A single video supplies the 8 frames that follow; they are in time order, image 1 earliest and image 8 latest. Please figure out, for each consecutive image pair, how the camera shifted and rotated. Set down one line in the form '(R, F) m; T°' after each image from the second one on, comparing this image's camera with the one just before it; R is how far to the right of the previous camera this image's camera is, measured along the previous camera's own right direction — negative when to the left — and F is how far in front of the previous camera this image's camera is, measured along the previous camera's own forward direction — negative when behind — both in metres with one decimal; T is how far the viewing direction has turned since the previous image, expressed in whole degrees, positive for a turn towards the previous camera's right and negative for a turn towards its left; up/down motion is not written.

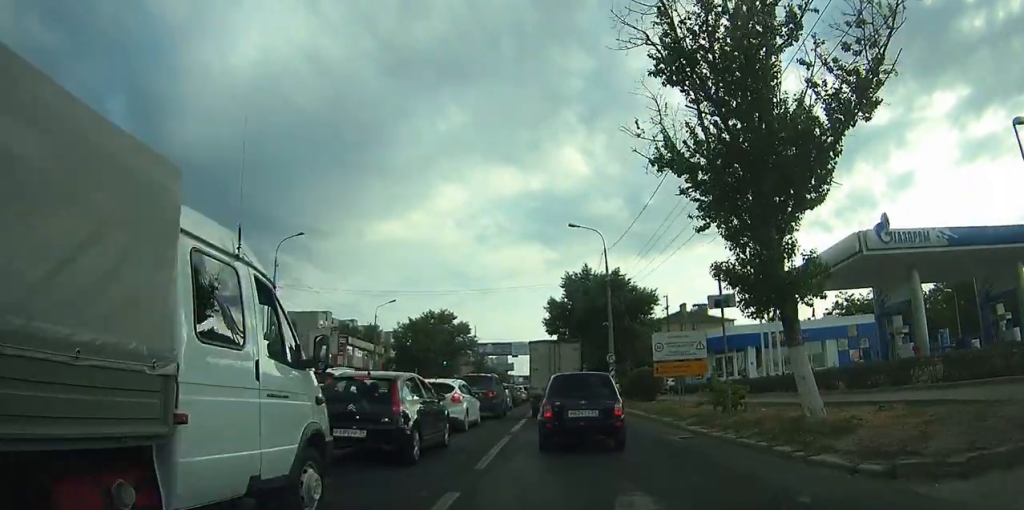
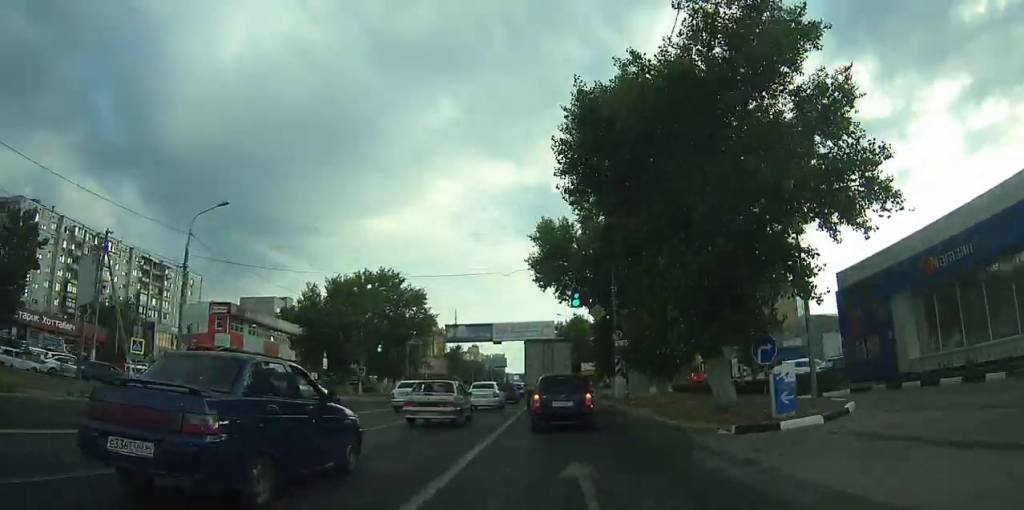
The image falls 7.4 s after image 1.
(+0.2, +35.5) m; +1°
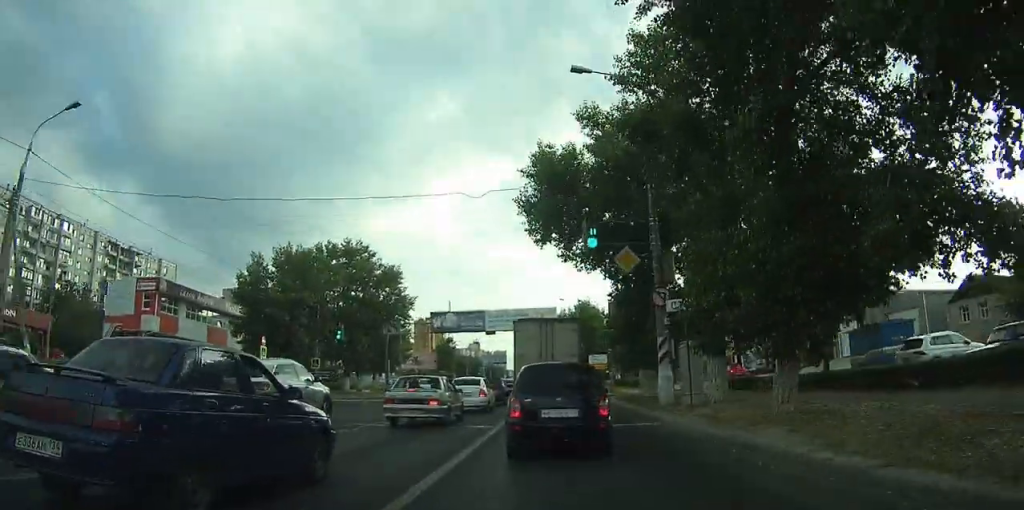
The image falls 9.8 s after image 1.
(+0.1, +10.8) m; +1°
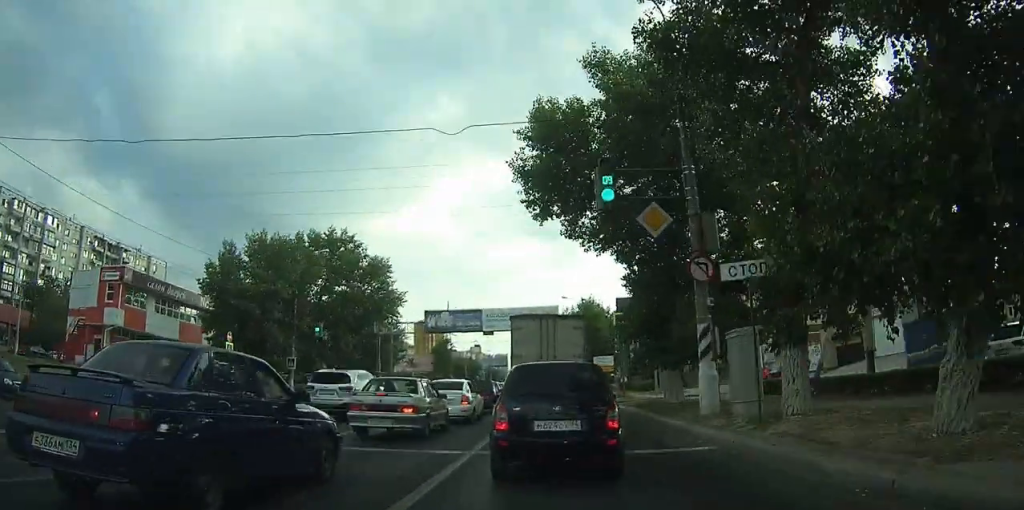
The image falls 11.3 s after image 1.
(0.0, +6.4) m; 0°
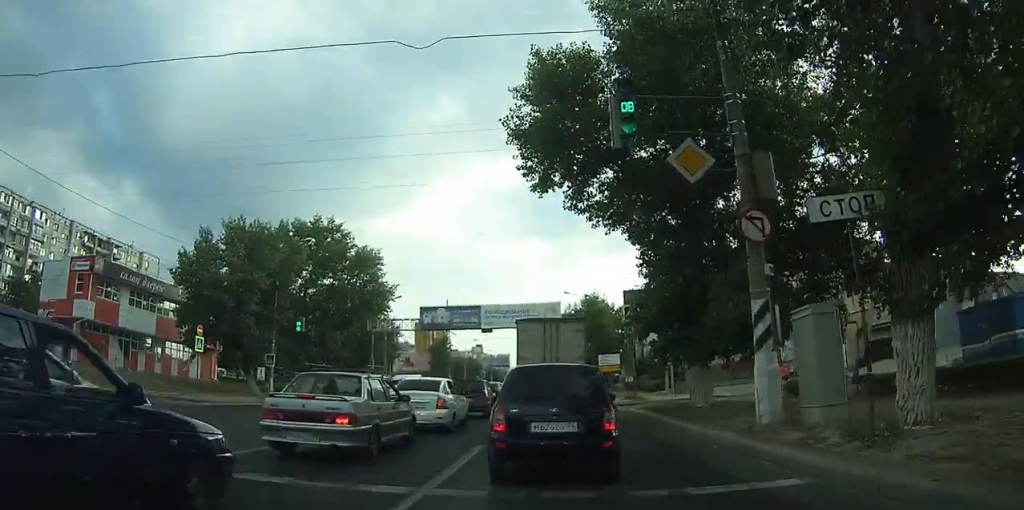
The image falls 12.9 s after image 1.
(+0.1, +6.5) m; 0°
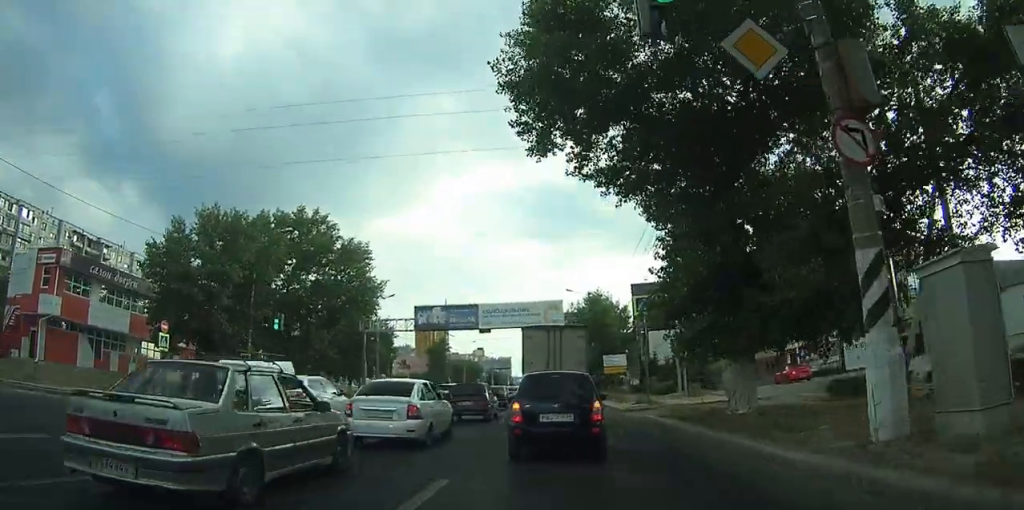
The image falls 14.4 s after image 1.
(0.0, +5.8) m; 0°
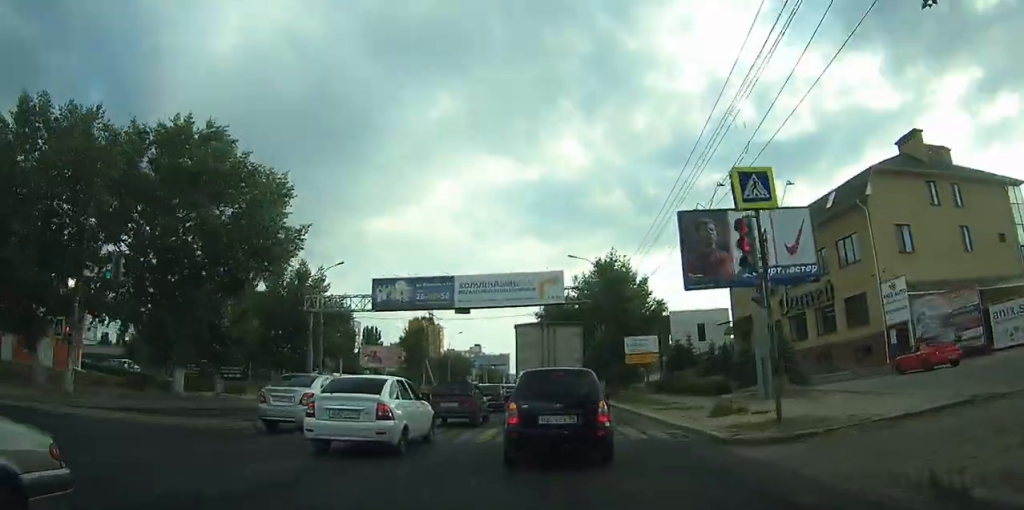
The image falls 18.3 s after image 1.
(0.0, +13.6) m; 0°
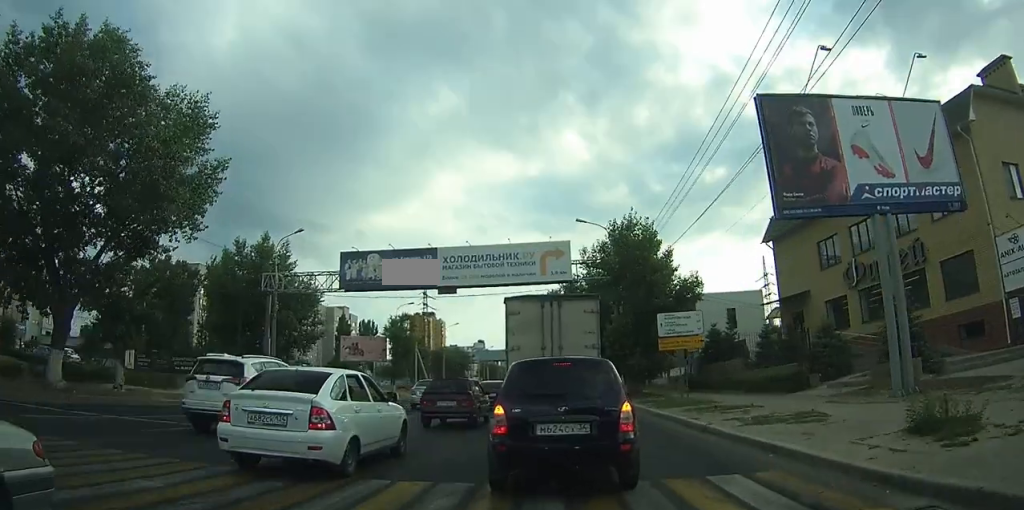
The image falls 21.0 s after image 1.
(0.0, +7.5) m; +1°
